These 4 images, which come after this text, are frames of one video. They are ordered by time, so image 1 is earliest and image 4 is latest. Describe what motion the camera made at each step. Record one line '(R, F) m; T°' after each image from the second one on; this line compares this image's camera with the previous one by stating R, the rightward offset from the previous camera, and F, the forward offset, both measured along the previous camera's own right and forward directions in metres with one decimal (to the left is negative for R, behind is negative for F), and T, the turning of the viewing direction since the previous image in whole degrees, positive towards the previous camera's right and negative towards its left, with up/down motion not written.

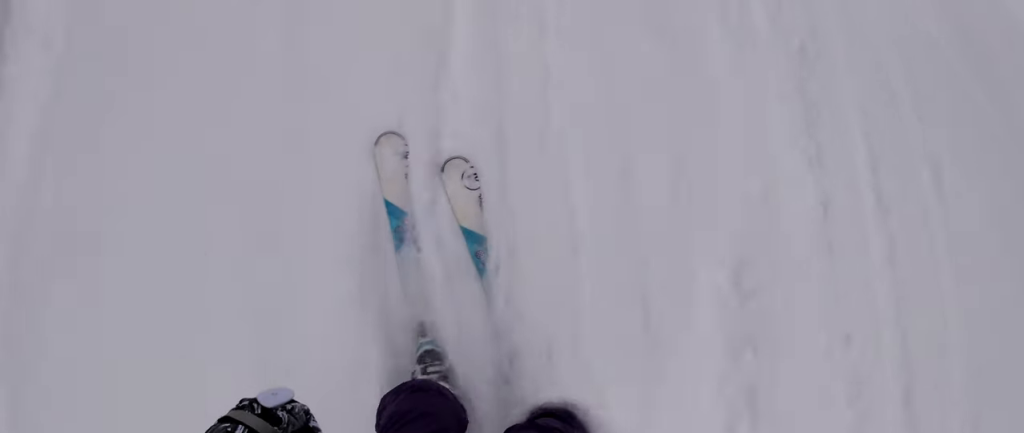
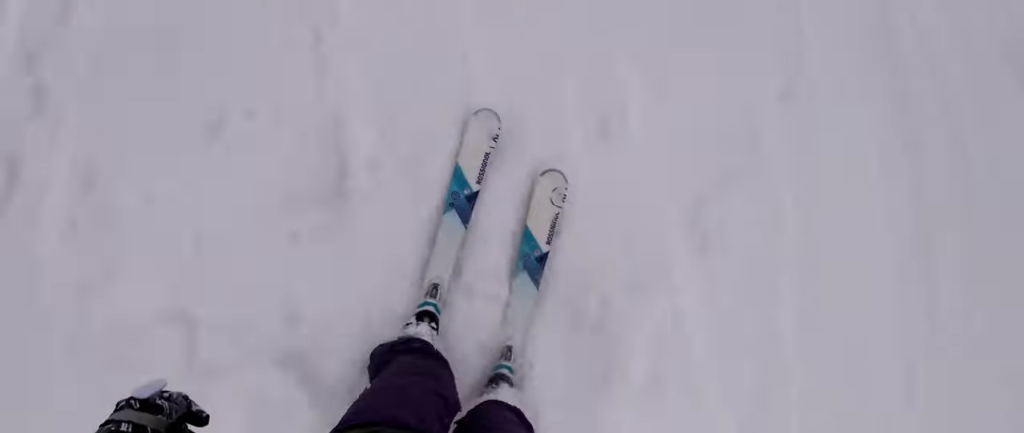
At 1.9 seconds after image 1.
(+0.1, +13.7) m; -7°
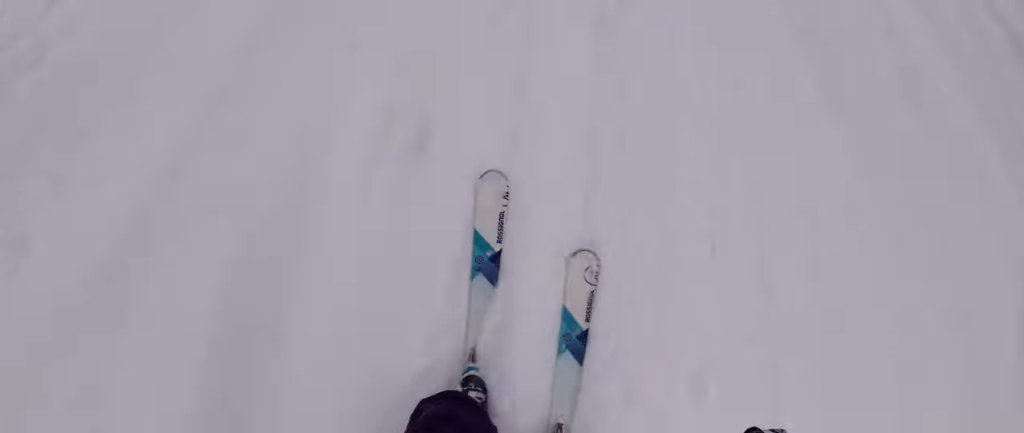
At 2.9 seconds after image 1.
(-0.8, +6.4) m; -8°
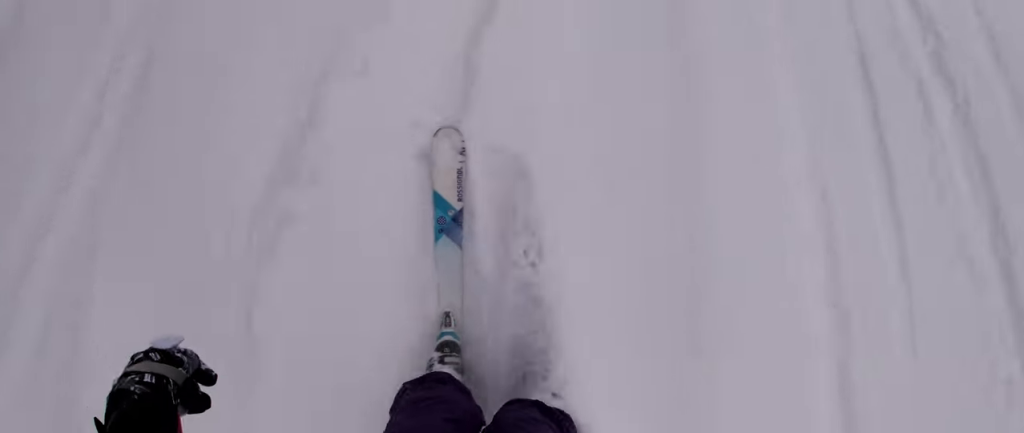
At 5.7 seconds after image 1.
(+2.9, +18.3) m; +9°
